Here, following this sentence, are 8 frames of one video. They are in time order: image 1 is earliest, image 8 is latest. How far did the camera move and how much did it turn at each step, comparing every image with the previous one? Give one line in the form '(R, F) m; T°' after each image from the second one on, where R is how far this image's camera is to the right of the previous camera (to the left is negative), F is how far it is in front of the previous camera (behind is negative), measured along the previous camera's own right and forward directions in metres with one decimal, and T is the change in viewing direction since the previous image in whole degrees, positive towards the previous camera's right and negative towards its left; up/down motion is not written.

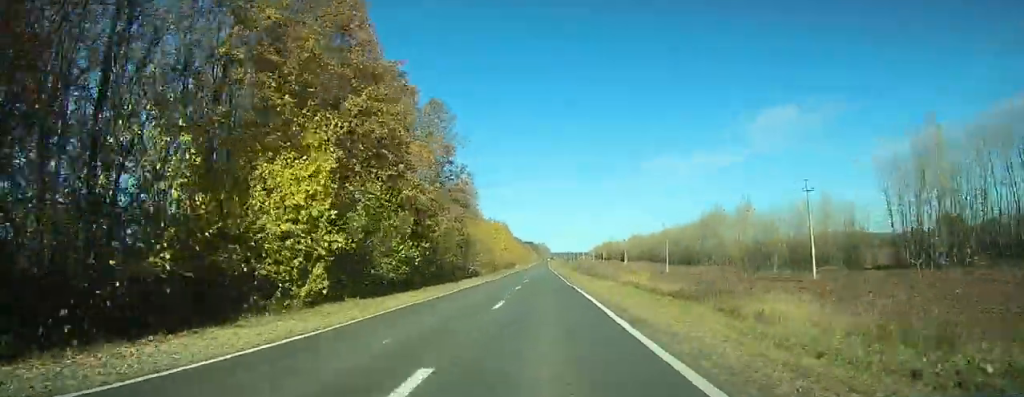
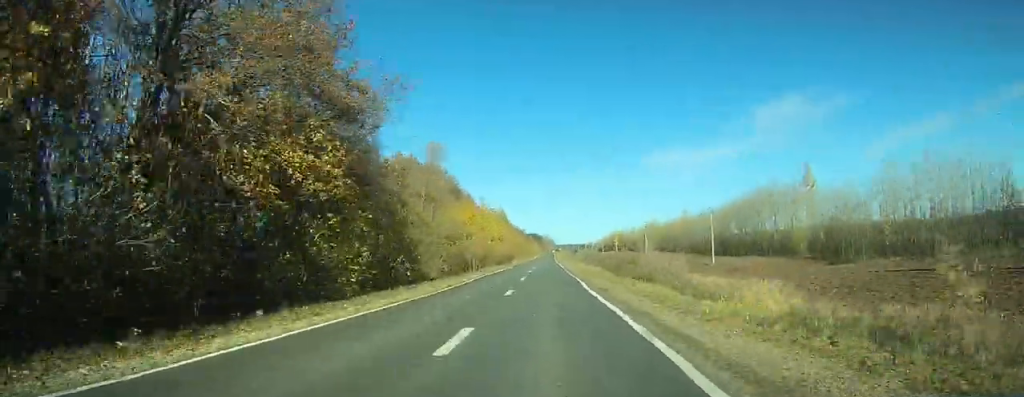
(0.0, +32.7) m; 0°
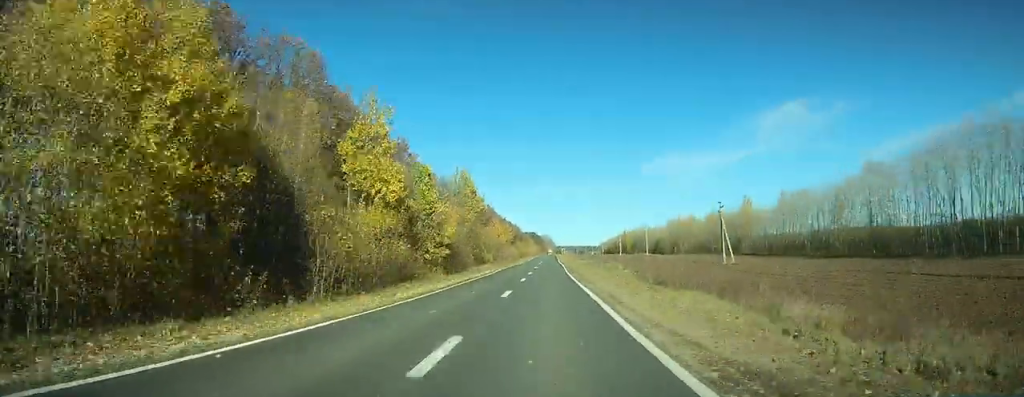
(0.0, +75.1) m; 0°
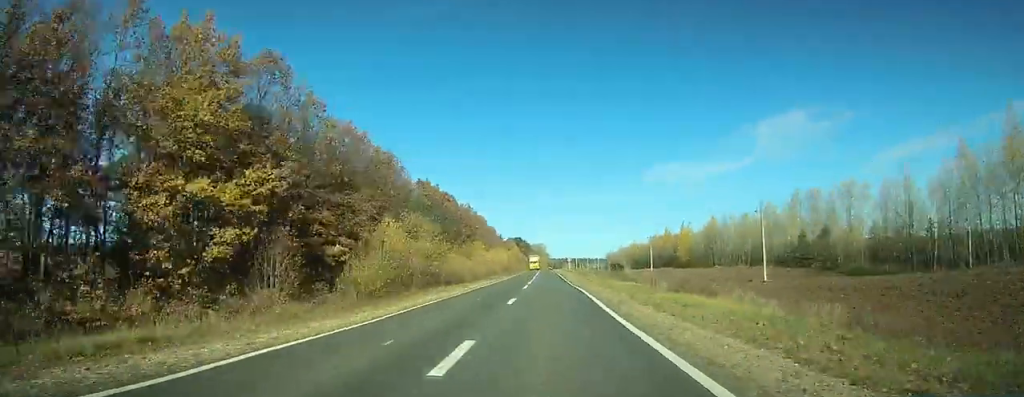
(+1.7, +150.7) m; +3°
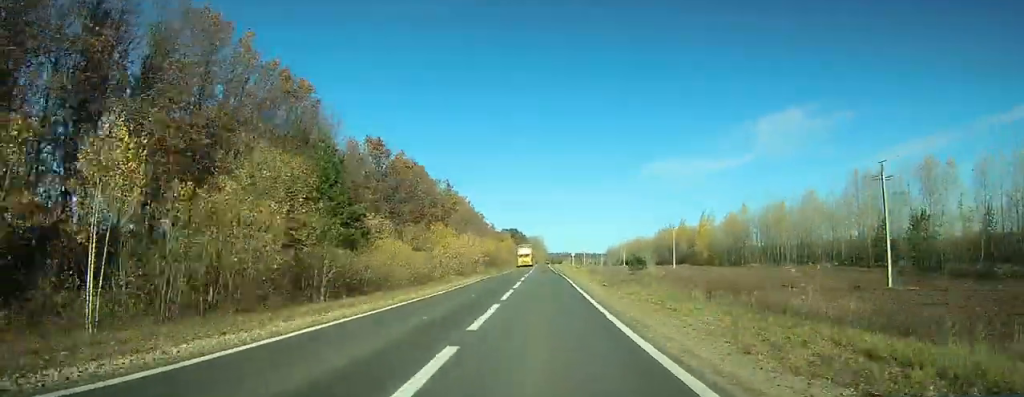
(+0.7, +25.7) m; 0°
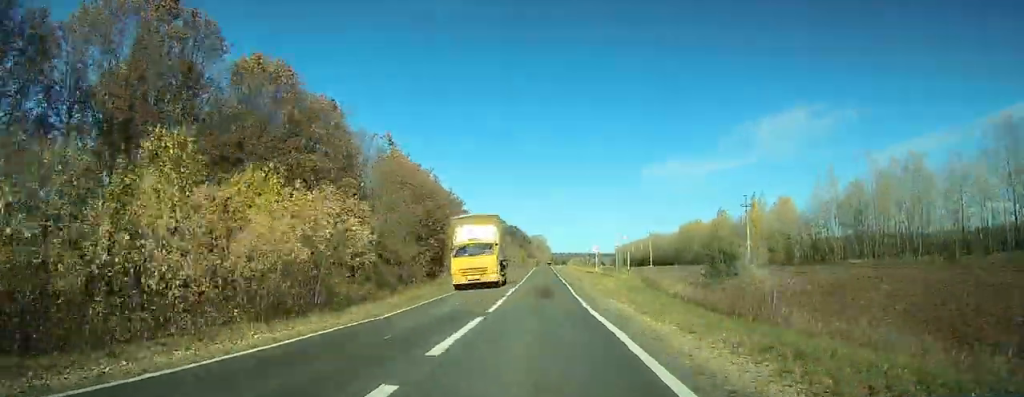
(+0.2, +41.9) m; -1°
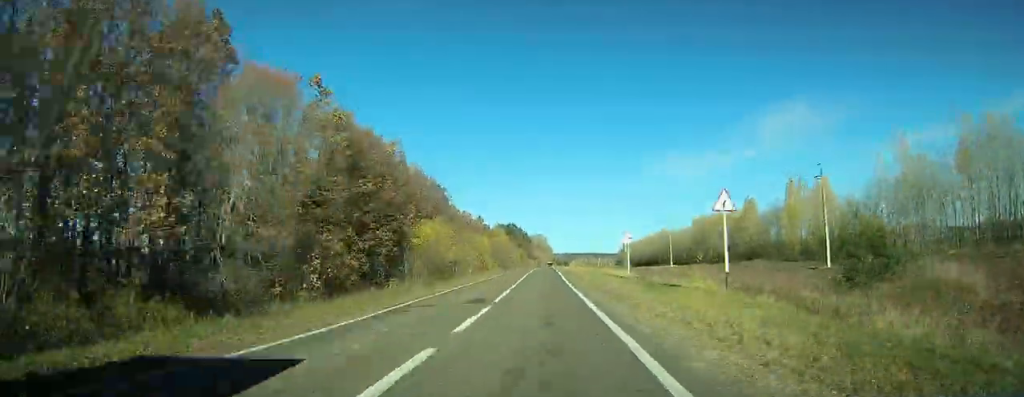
(+0.3, +22.5) m; -1°
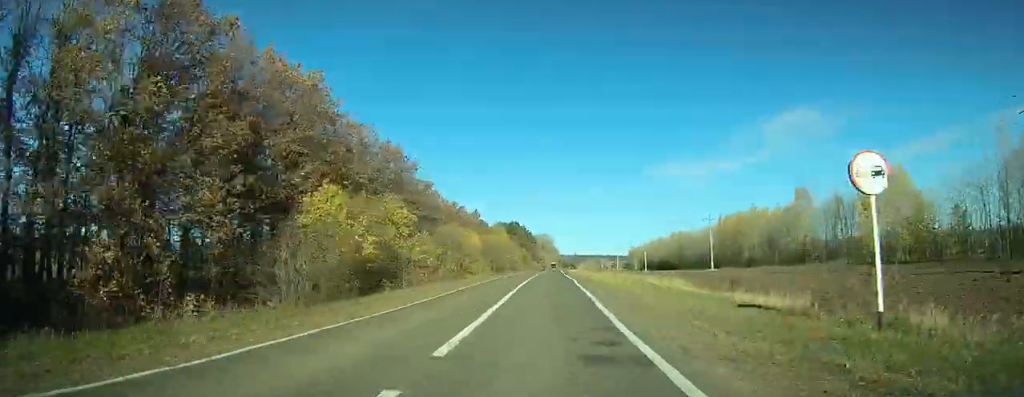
(-1.0, +30.7) m; -1°
